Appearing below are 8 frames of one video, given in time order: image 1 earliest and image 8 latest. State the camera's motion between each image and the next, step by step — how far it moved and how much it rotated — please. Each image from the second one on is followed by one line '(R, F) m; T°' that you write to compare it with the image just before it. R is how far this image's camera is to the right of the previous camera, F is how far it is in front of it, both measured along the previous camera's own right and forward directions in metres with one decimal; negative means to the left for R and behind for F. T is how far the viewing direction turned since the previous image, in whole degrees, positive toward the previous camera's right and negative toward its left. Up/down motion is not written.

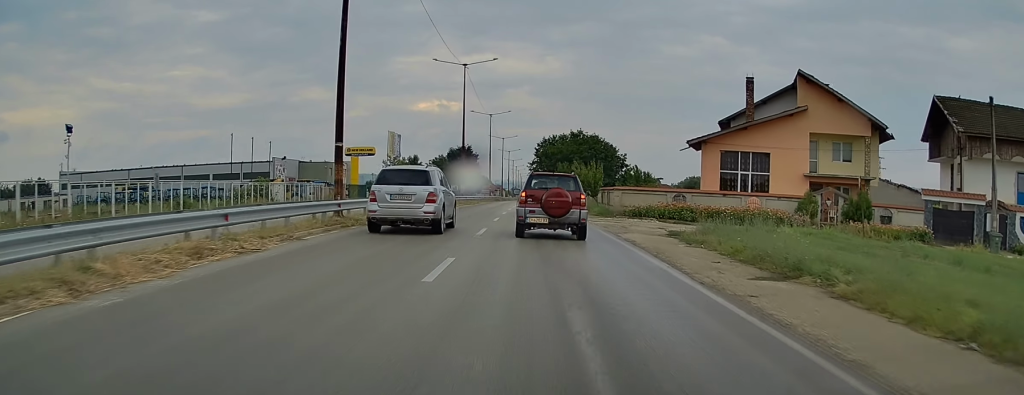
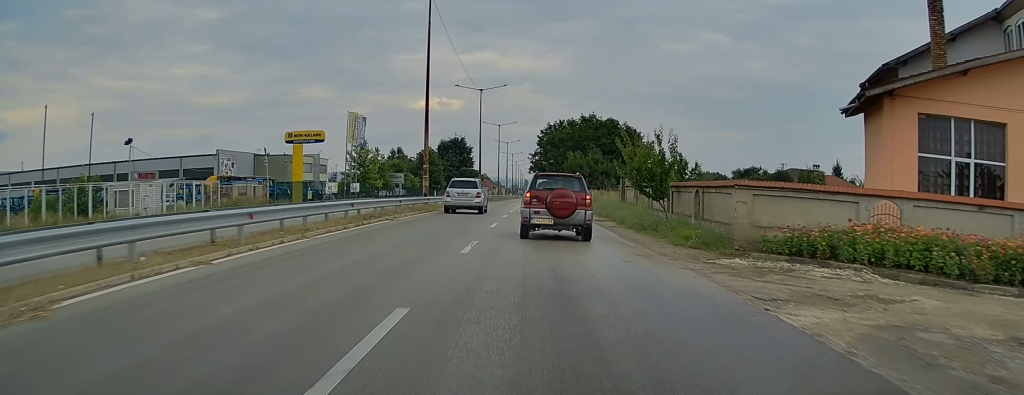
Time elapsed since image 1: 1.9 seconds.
(+0.1, +22.3) m; +1°
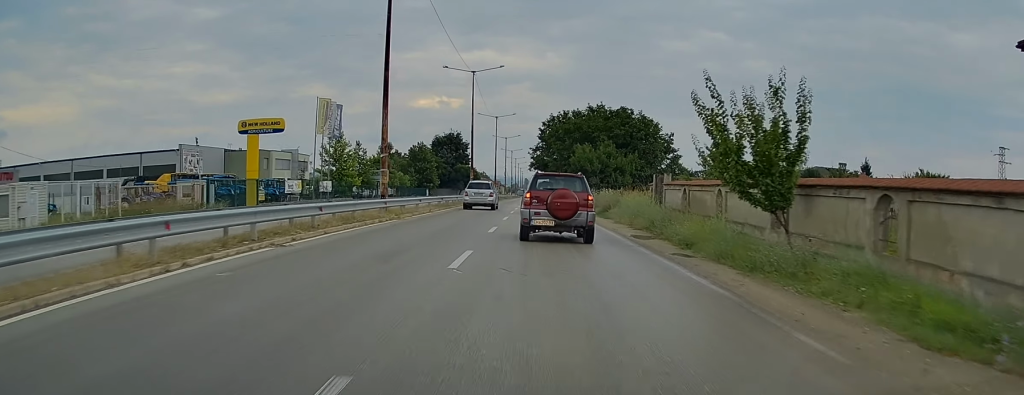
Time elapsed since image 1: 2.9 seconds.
(0.0, +11.3) m; -1°
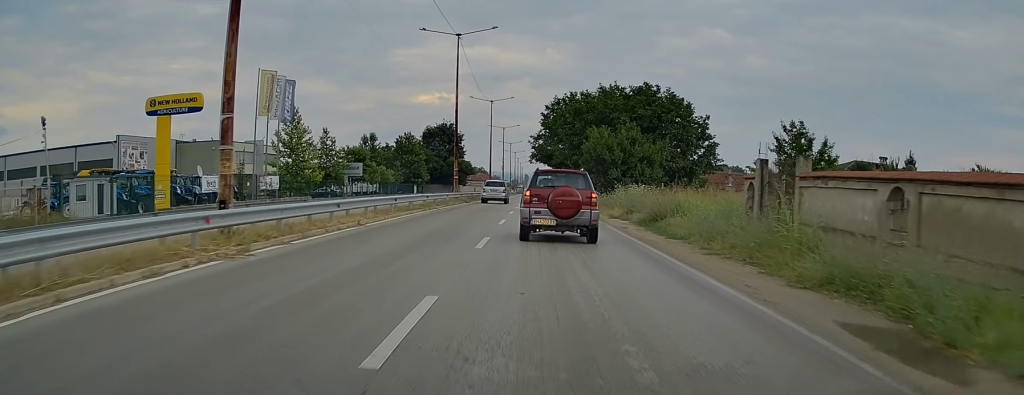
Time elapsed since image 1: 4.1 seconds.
(-0.4, +14.8) m; -1°
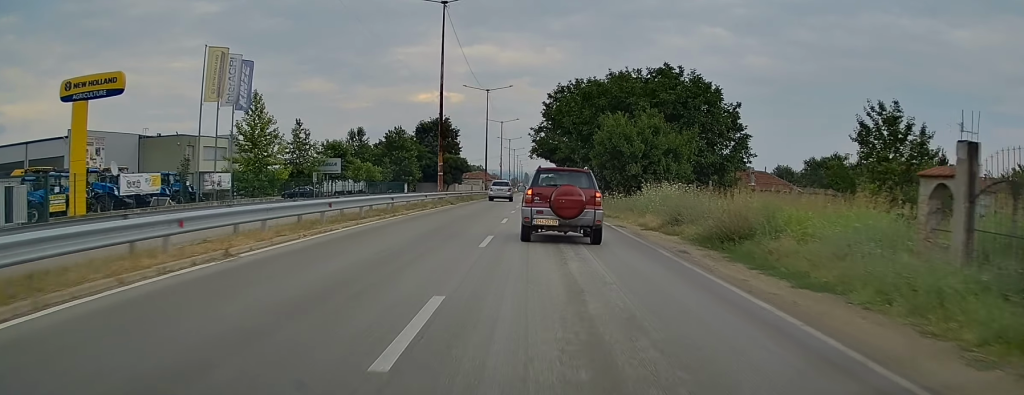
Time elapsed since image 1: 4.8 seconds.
(+0.2, +9.0) m; +1°
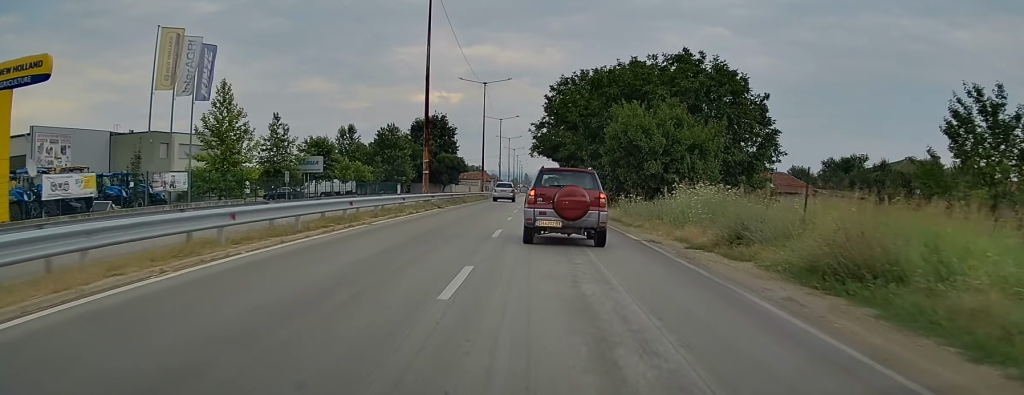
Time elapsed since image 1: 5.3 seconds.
(+0.1, +6.2) m; +1°
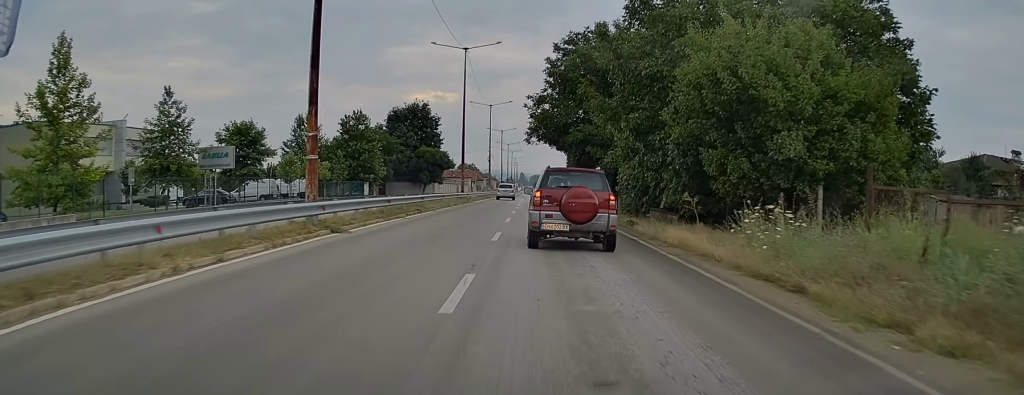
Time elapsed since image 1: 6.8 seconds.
(-0.5, +18.8) m; -2°
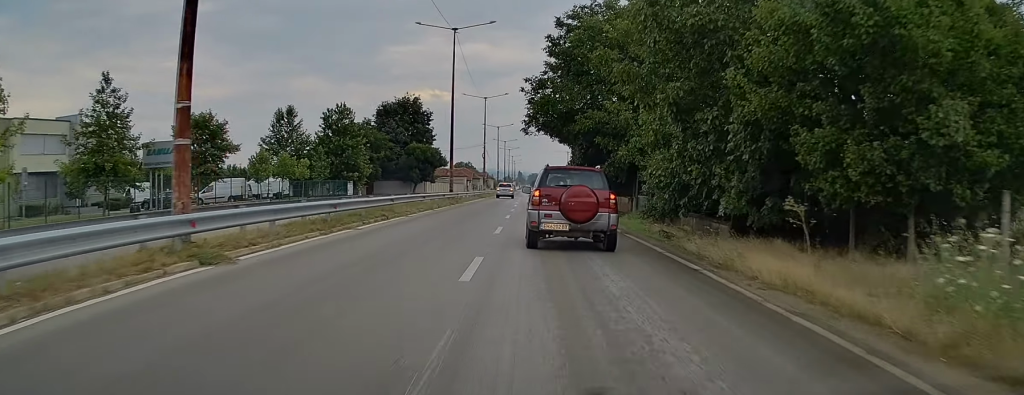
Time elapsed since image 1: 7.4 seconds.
(-0.1, +6.9) m; 0°
